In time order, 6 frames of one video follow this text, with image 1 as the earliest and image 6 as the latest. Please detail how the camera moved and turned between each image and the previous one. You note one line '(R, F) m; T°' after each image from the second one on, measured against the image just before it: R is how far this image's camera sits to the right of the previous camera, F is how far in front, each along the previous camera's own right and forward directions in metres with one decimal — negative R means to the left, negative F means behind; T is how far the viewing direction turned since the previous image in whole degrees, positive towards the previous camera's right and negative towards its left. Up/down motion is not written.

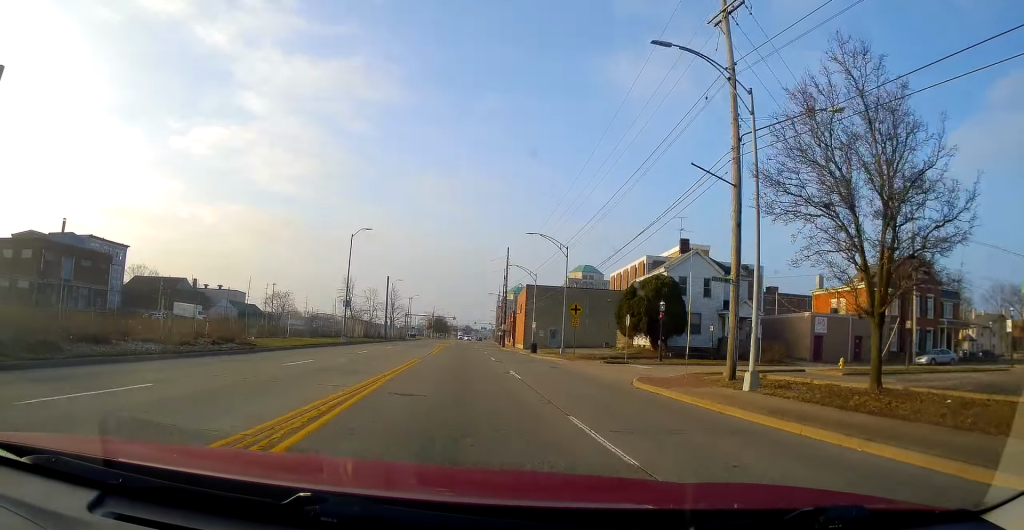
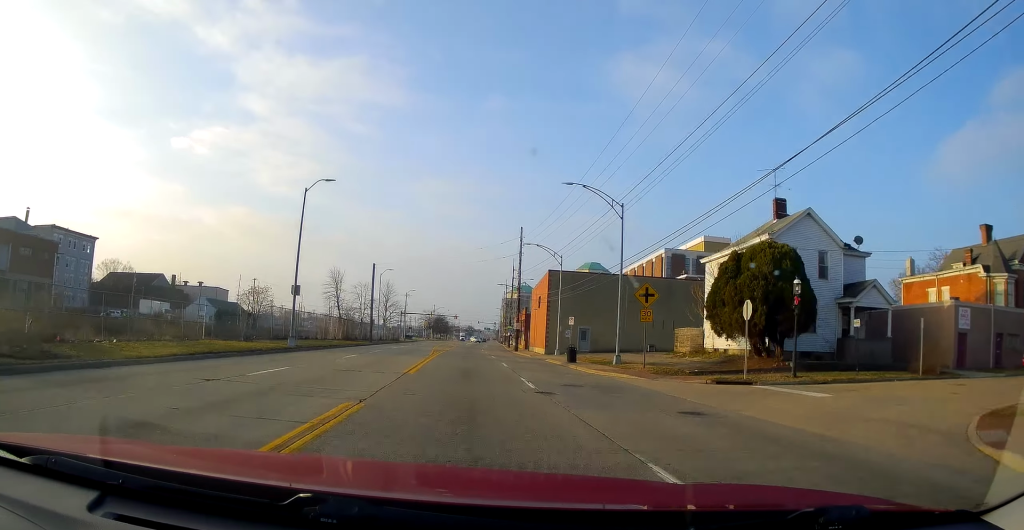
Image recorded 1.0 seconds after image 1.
(-0.1, +16.8) m; 0°
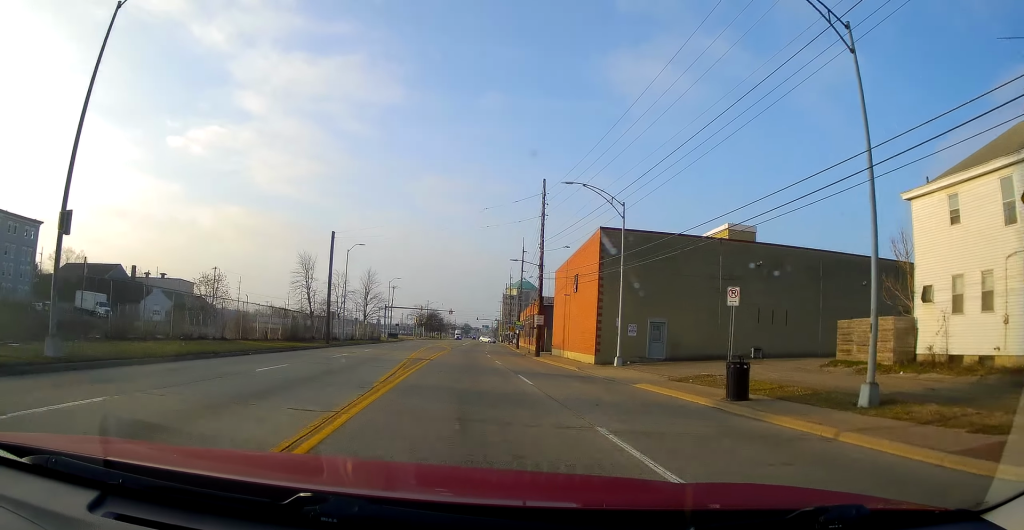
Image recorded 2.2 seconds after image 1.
(+0.1, +22.2) m; 0°
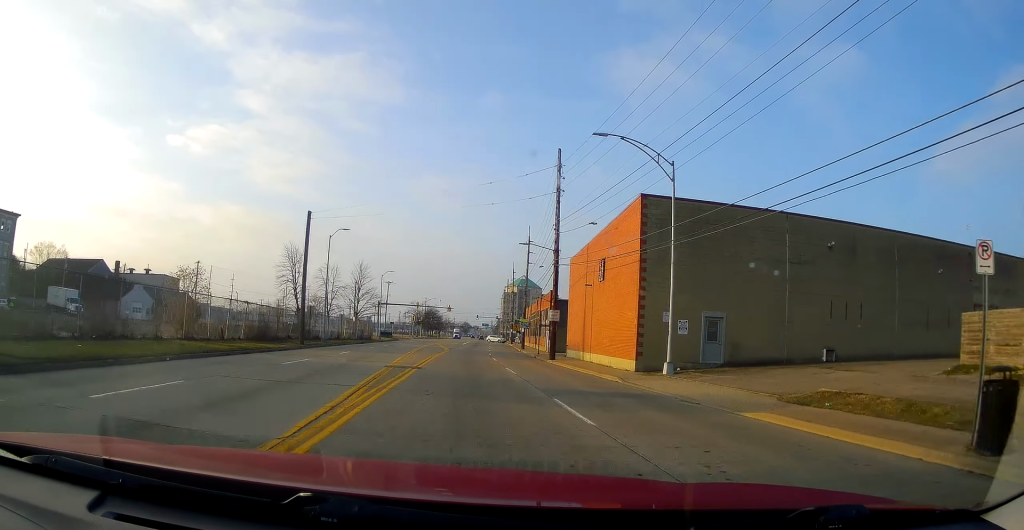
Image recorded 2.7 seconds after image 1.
(0.0, +8.2) m; 0°
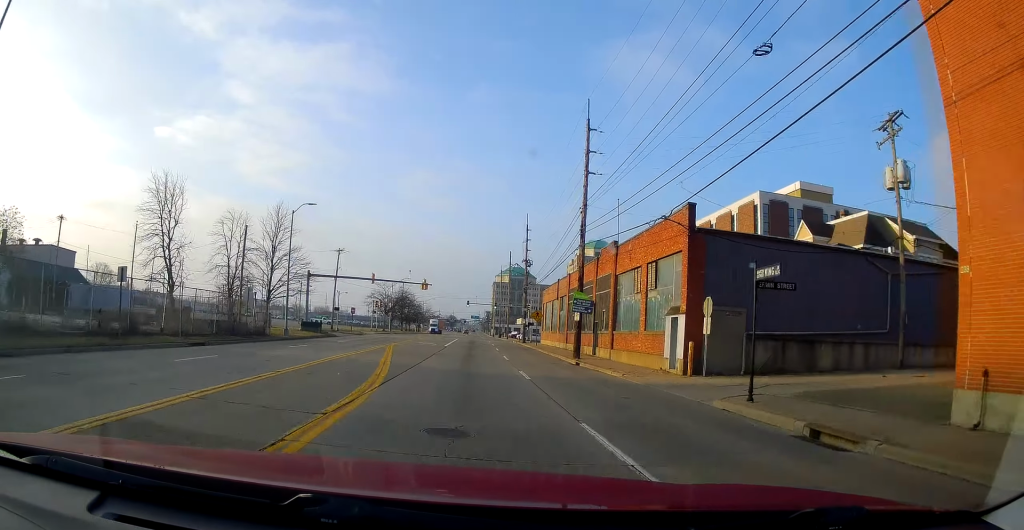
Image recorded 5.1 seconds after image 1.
(-0.1, +41.6) m; +1°
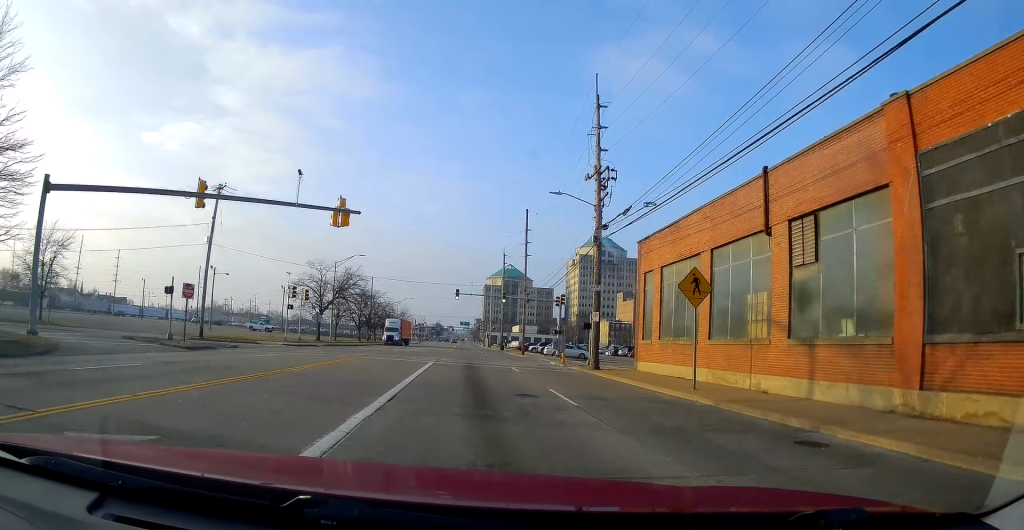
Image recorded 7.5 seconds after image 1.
(+1.0, +42.2) m; +2°
